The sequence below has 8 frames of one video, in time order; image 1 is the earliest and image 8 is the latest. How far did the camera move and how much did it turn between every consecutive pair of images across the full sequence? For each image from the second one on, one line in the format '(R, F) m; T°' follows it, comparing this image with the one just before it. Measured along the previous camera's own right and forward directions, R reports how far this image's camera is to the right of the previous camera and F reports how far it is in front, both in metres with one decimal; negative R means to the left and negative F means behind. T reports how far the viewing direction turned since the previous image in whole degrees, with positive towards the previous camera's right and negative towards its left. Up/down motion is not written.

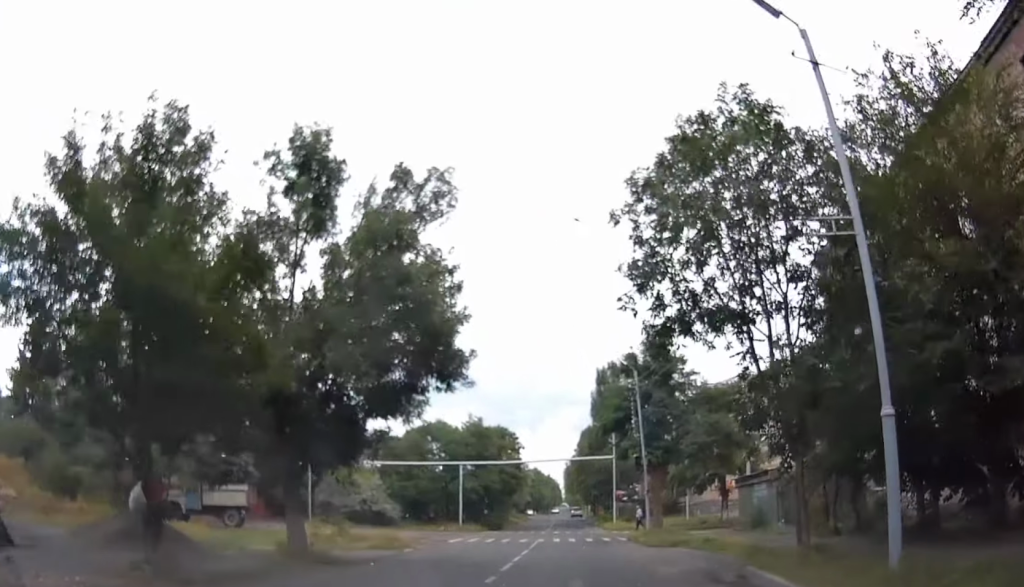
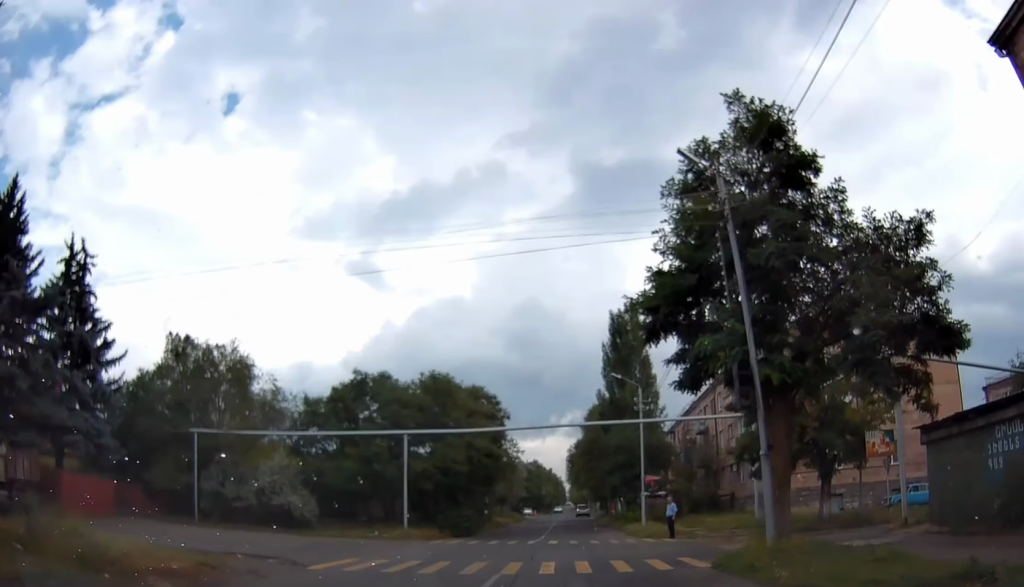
(-0.3, +19.2) m; +1°
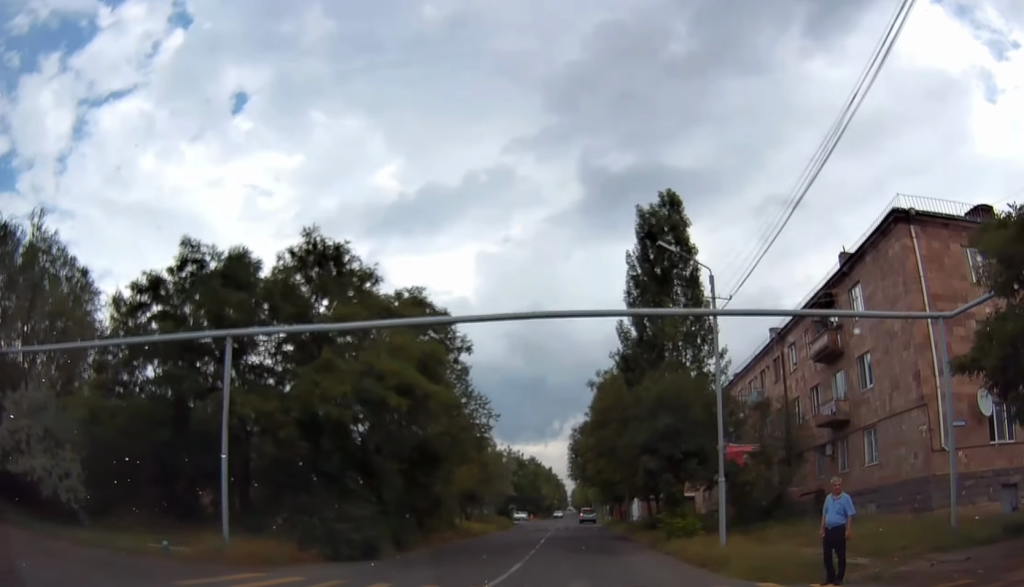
(-0.2, +18.7) m; -3°
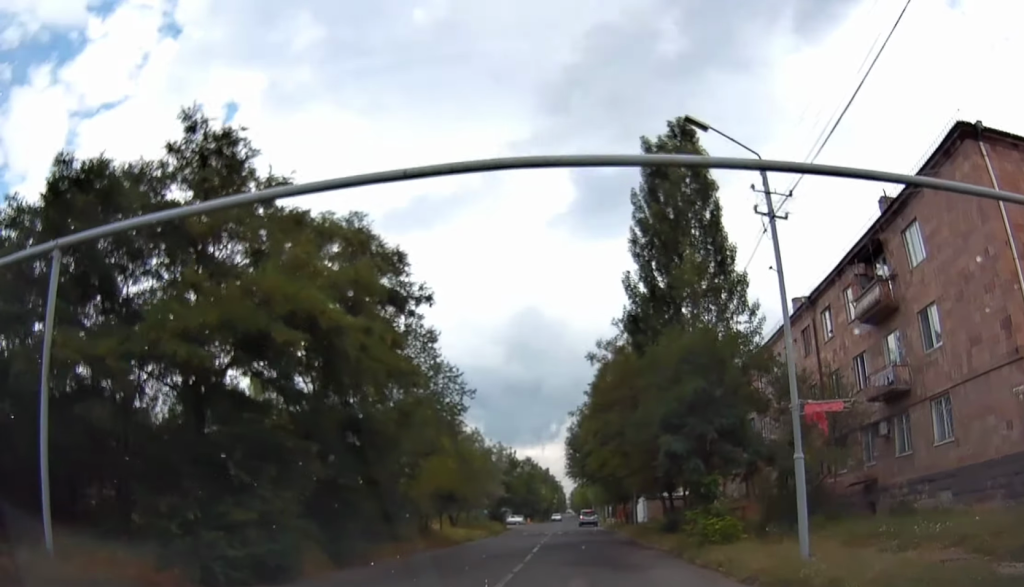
(+0.1, +6.4) m; +1°
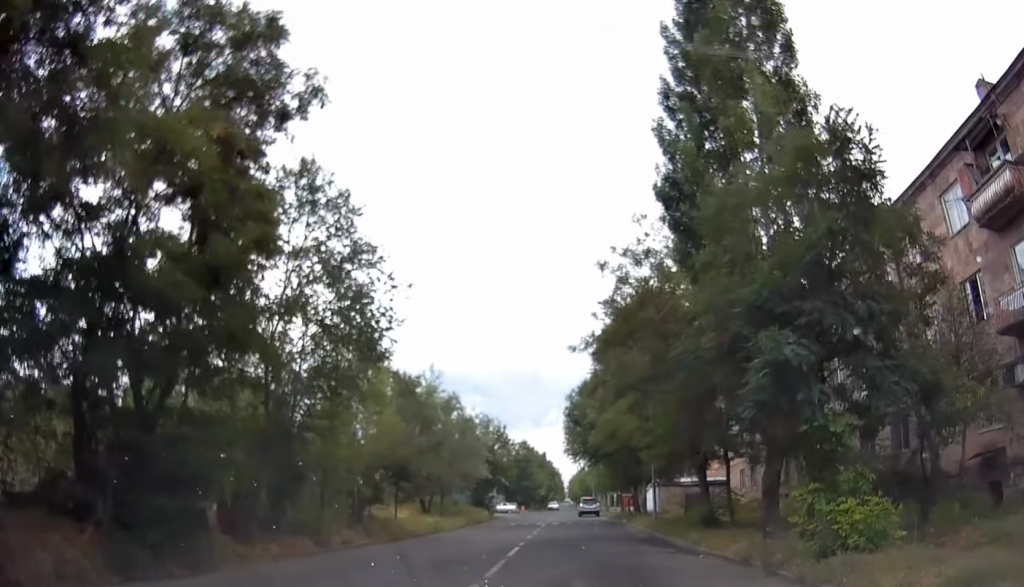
(+0.1, +9.6) m; 0°
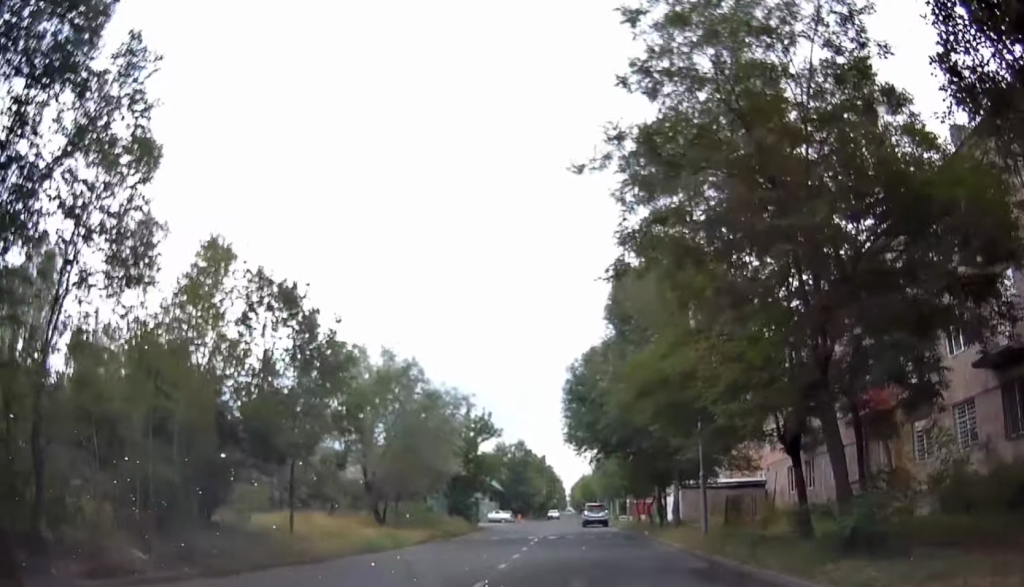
(0.0, +11.1) m; 0°
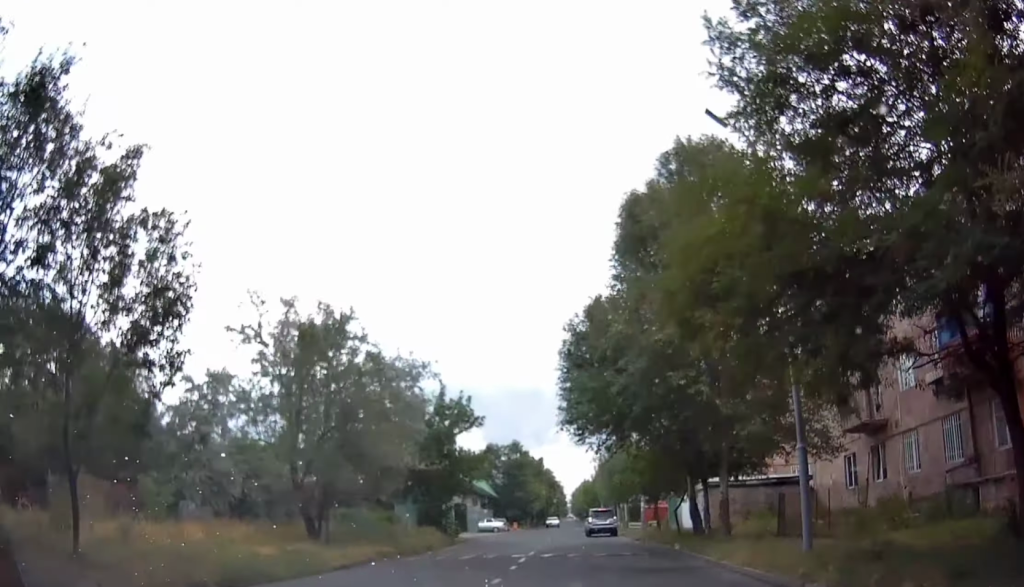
(0.0, +8.7) m; -1°
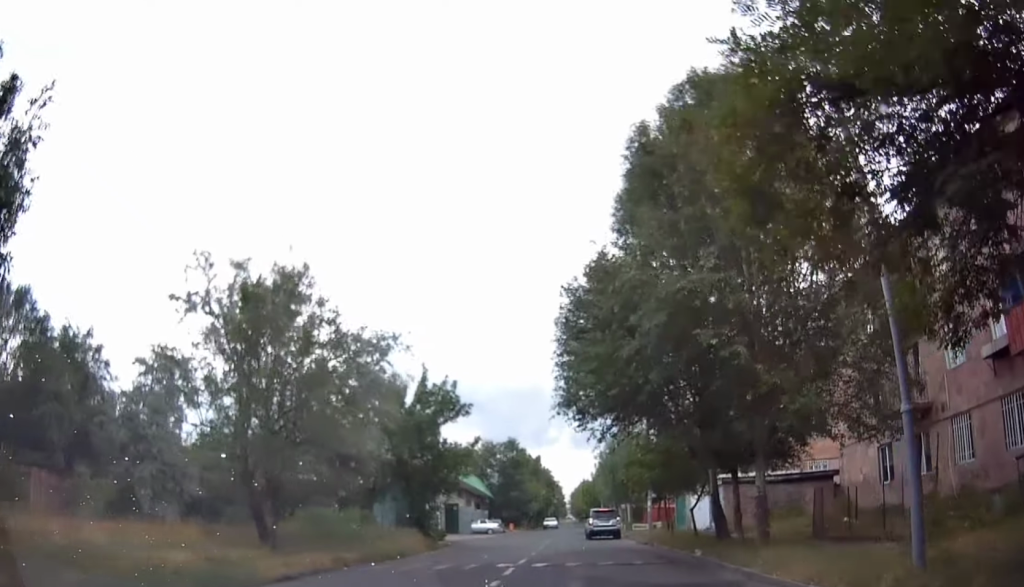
(-0.1, +4.0) m; -1°
